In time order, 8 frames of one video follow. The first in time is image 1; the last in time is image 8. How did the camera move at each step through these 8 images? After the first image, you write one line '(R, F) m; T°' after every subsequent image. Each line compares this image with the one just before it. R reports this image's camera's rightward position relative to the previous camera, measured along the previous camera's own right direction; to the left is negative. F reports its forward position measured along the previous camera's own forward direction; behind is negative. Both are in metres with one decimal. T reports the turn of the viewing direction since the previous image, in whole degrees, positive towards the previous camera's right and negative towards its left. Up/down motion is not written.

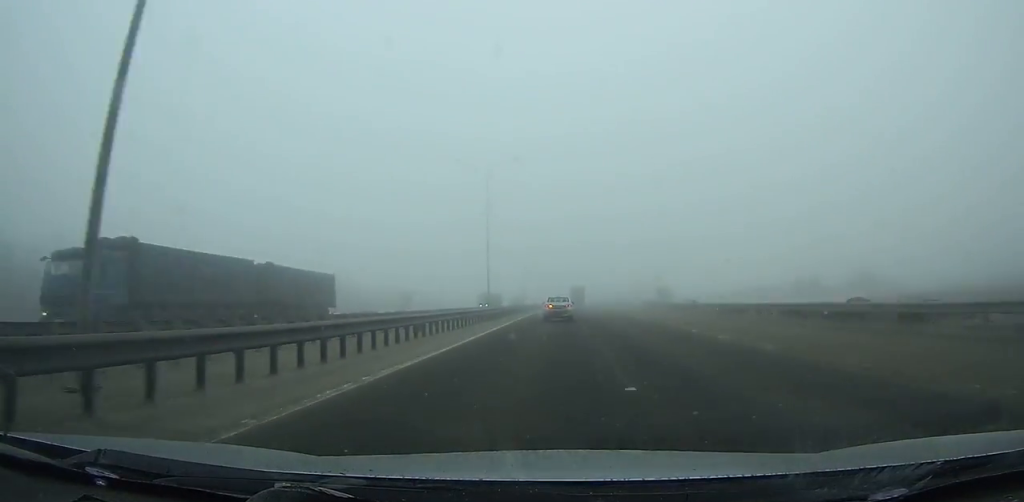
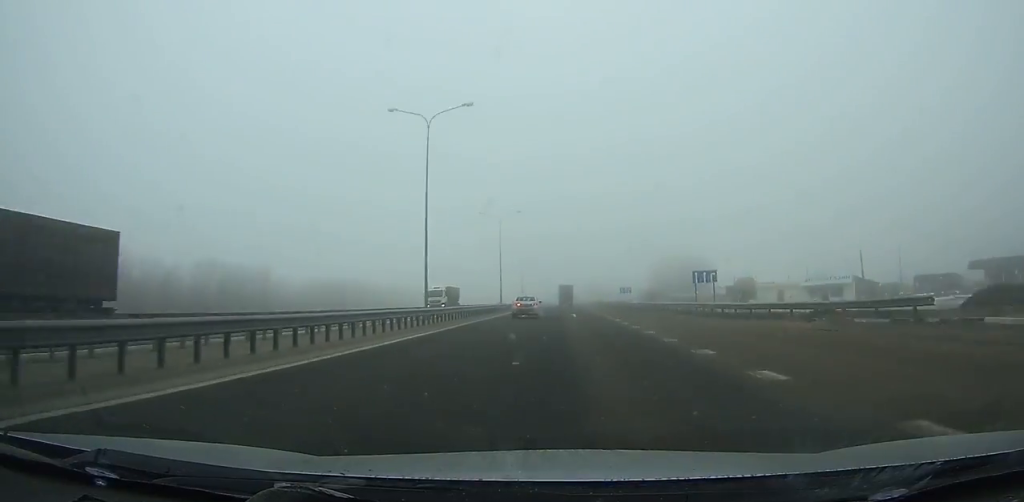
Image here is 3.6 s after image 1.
(+0.2, +92.6) m; 0°
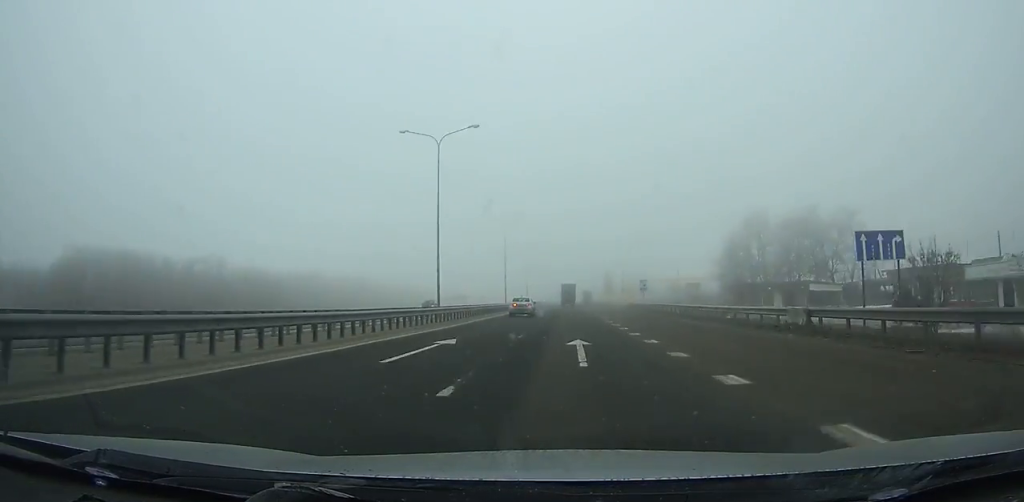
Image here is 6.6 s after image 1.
(-0.4, +75.9) m; -1°
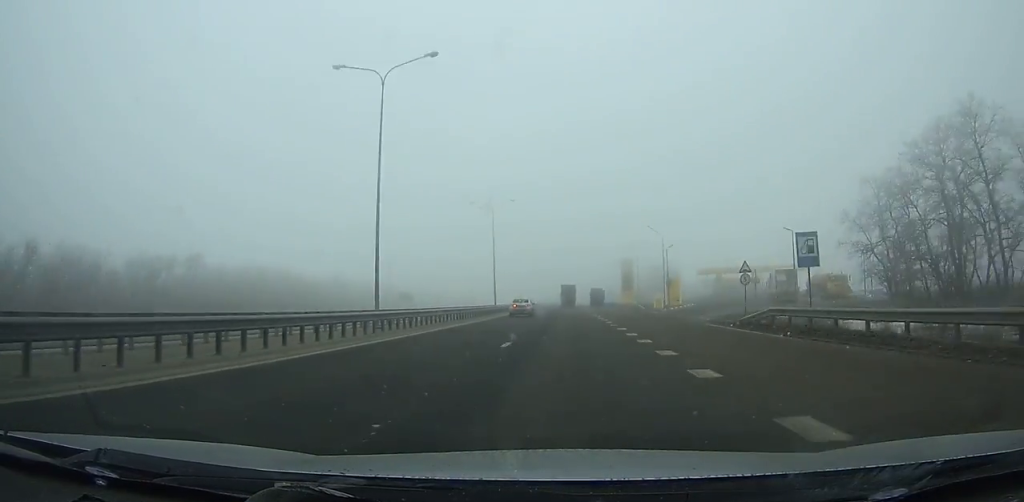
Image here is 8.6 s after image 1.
(-0.2, +50.5) m; 0°
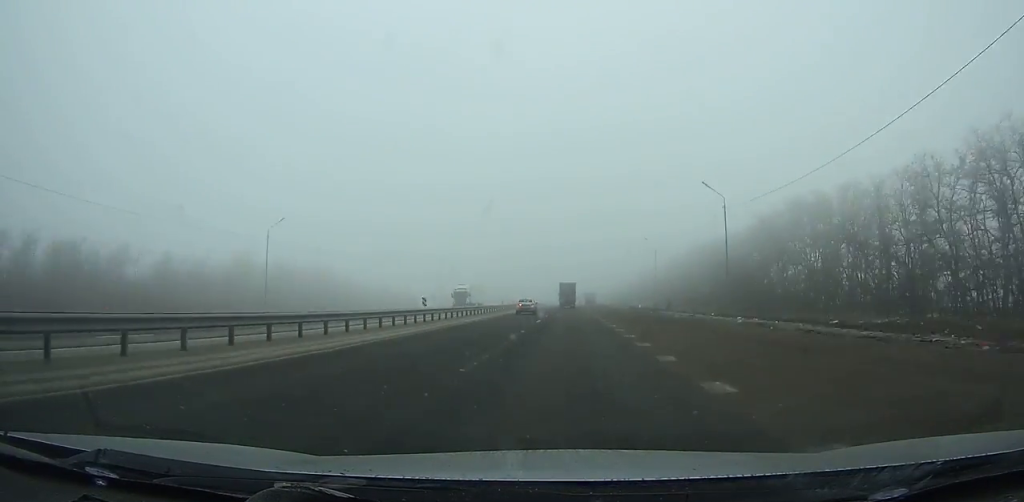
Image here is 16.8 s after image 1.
(+1.0, +208.4) m; 0°
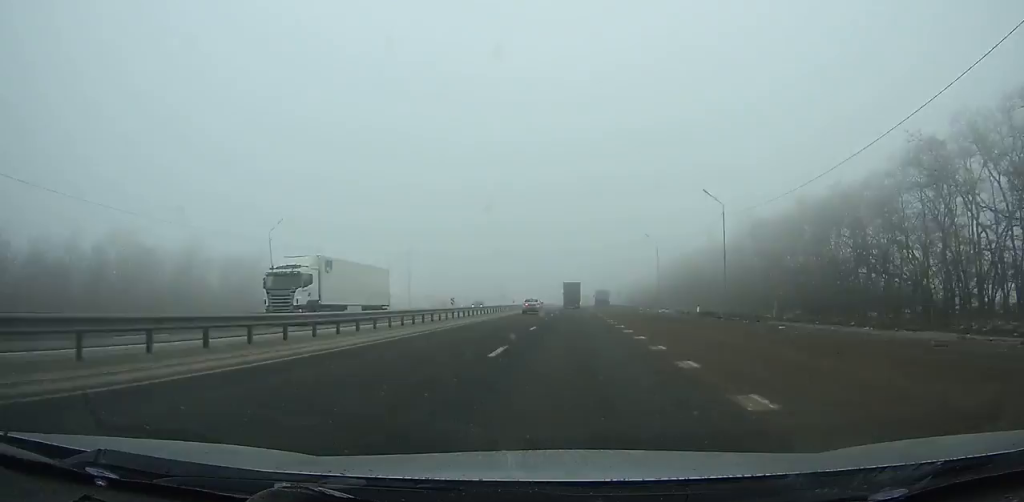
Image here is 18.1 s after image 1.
(-0.2, +33.3) m; 0°
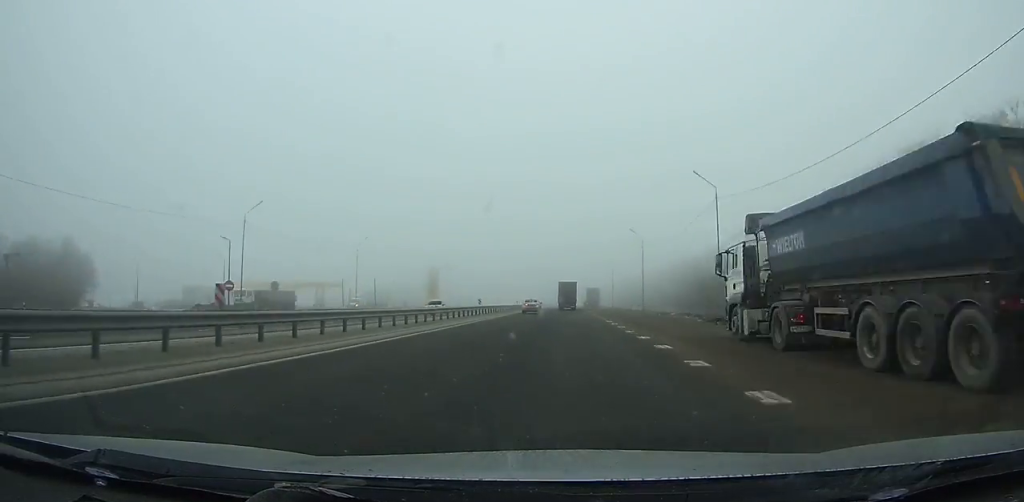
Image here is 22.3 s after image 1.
(-0.2, +107.7) m; 0°
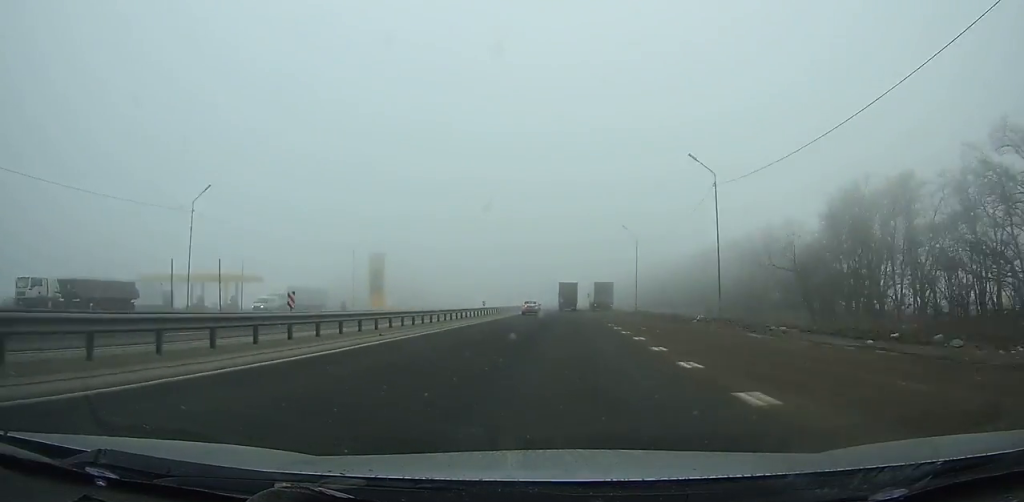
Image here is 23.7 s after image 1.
(0.0, +36.1) m; 0°
